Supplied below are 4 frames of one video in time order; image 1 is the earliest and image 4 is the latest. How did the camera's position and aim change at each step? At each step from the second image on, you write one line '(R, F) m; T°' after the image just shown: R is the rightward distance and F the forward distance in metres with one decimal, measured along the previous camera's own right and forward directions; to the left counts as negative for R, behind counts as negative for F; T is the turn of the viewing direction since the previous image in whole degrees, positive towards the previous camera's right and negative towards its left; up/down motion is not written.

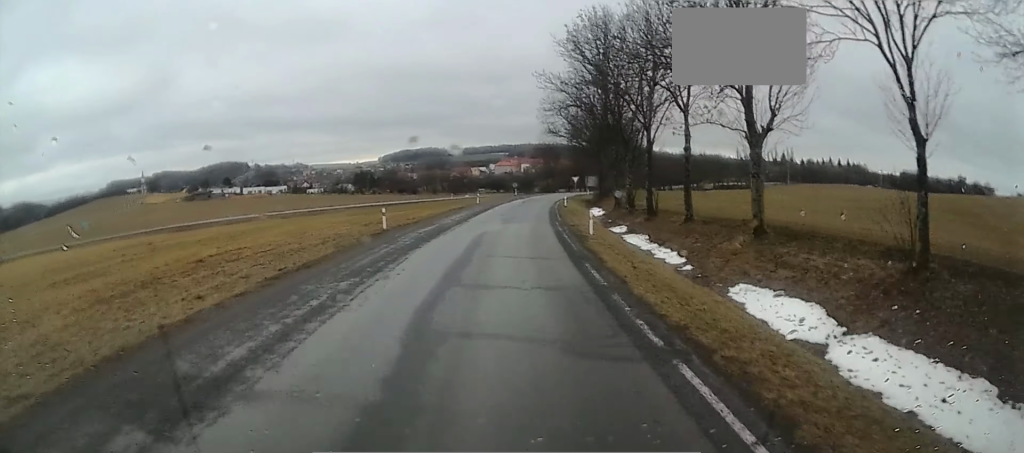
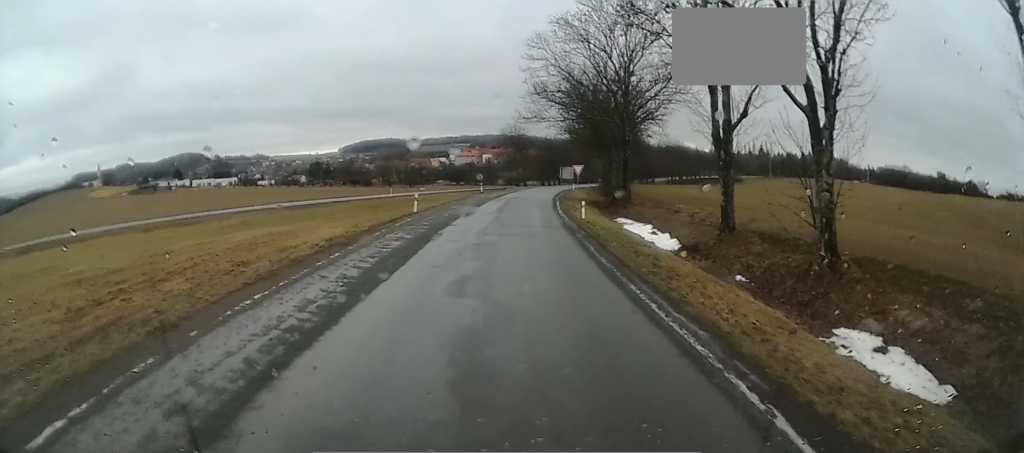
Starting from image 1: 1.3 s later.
(+0.6, +25.3) m; +5°
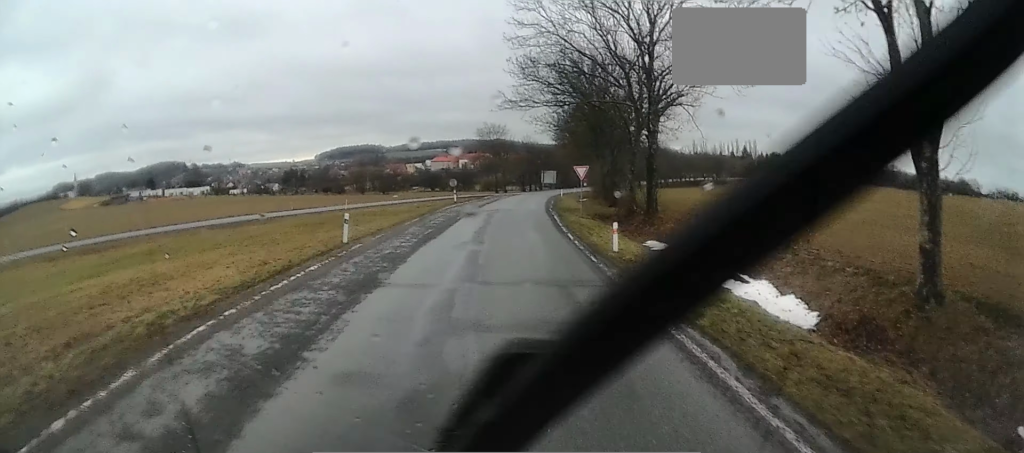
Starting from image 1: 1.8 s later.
(+0.3, +10.6) m; +2°
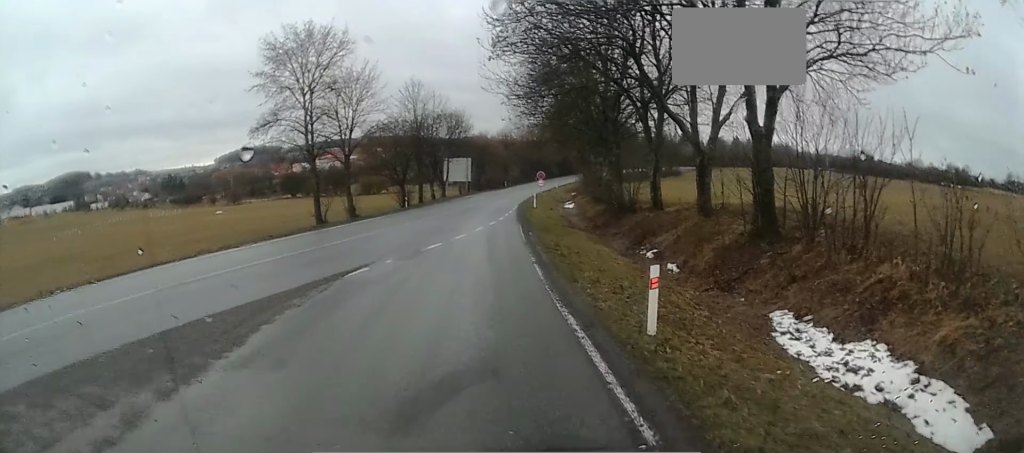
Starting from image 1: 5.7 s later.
(+4.5, +71.9) m; +12°
